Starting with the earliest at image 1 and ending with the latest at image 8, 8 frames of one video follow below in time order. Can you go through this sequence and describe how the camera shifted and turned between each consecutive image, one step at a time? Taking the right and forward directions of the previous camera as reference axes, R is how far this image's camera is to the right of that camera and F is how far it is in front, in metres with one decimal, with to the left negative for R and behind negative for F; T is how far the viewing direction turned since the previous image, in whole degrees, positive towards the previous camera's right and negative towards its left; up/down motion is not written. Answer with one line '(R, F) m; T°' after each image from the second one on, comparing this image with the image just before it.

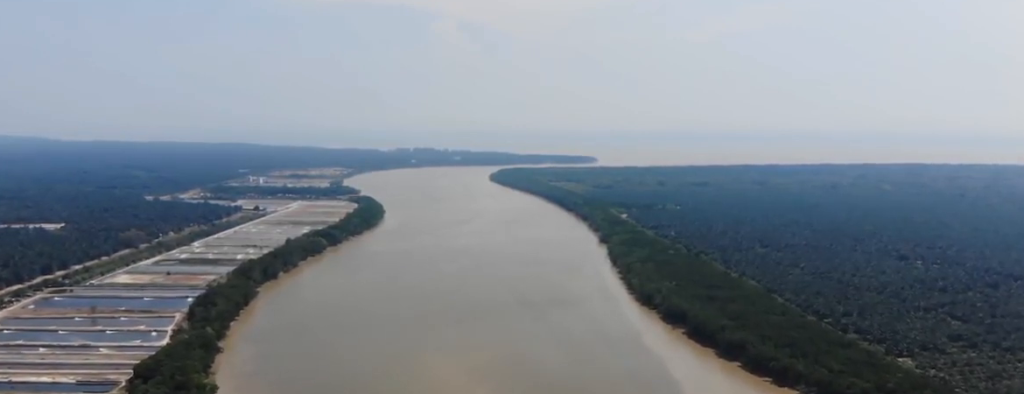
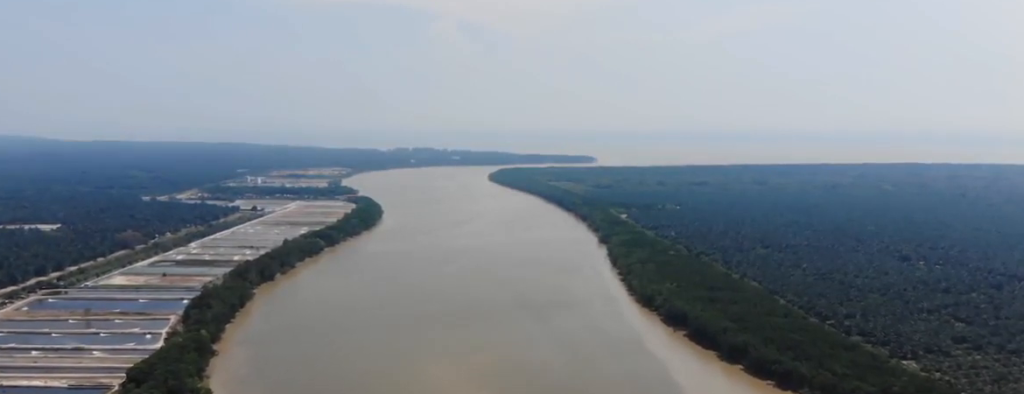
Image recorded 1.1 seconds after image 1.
(-0.1, +8.2) m; 0°
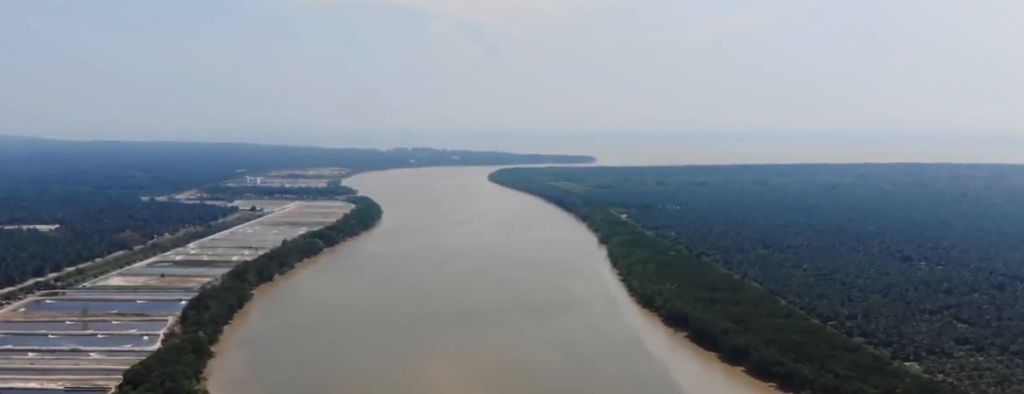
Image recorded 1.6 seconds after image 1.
(0.0, +4.1) m; 0°
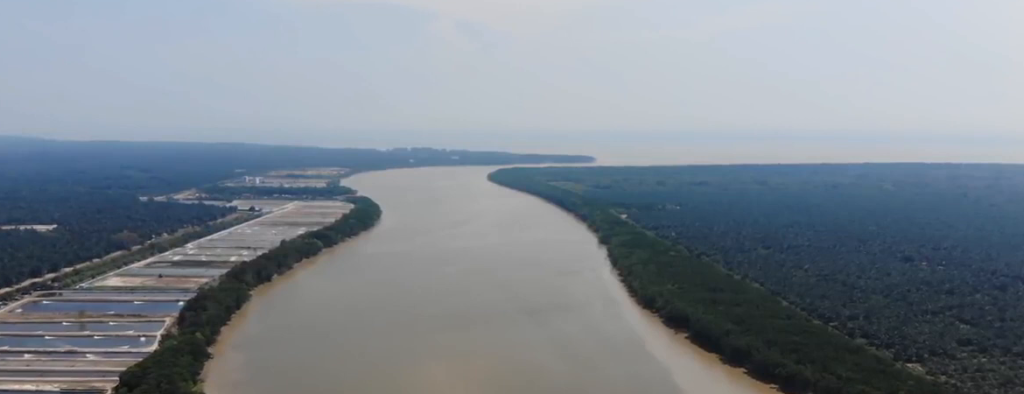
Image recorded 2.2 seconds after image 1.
(0.0, +4.3) m; 0°
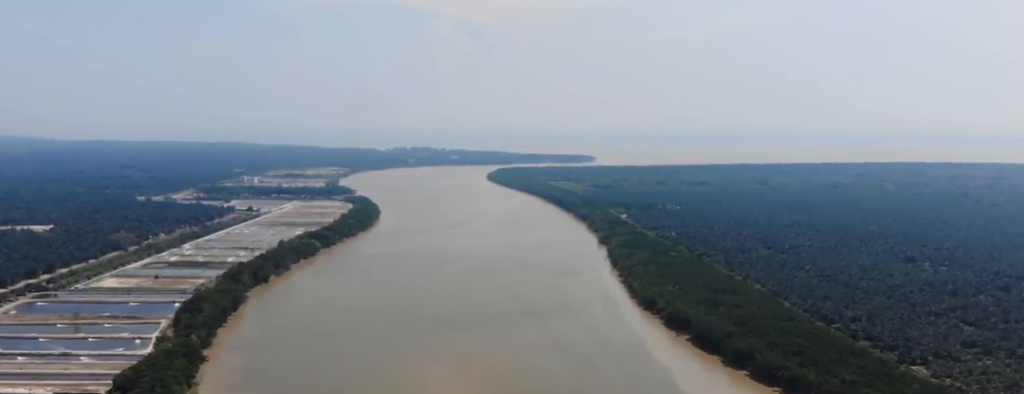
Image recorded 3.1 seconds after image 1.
(0.0, +7.4) m; 0°
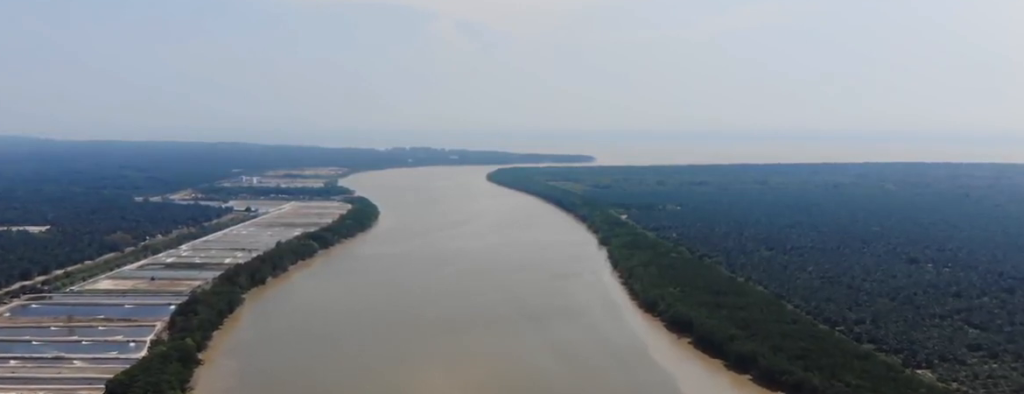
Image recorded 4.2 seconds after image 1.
(0.0, +8.4) m; 0°
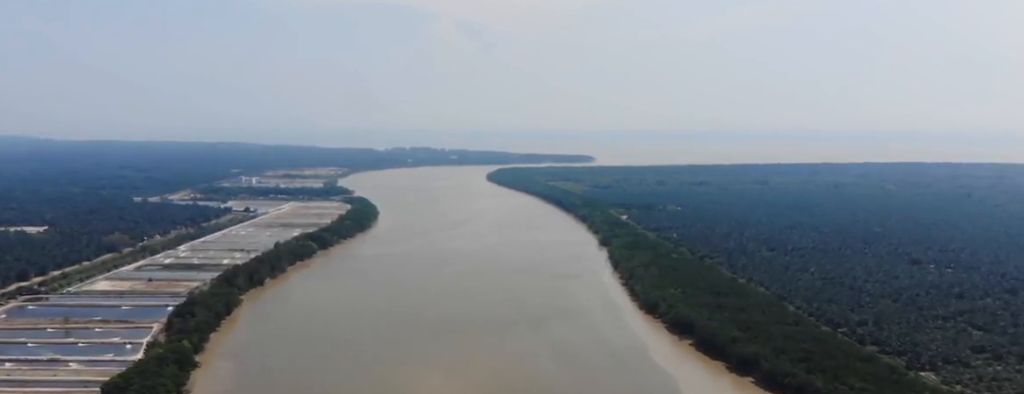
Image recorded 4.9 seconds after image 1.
(0.0, +5.3) m; 0°
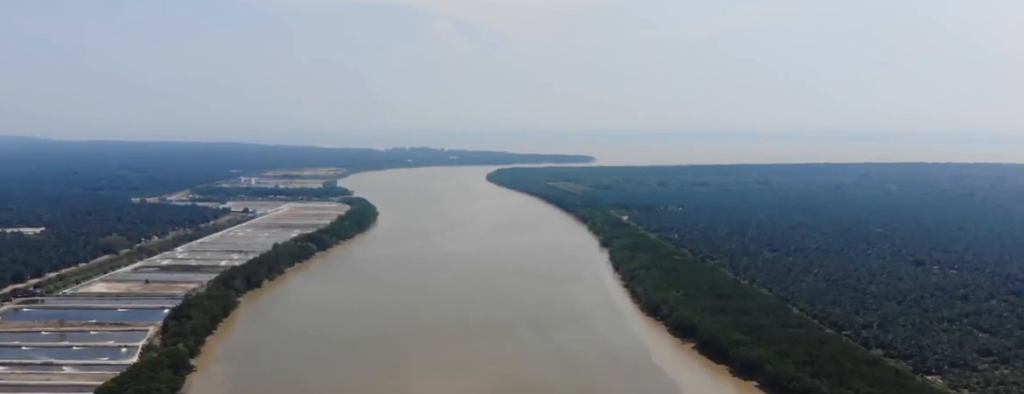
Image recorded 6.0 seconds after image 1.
(0.0, +8.1) m; 0°
